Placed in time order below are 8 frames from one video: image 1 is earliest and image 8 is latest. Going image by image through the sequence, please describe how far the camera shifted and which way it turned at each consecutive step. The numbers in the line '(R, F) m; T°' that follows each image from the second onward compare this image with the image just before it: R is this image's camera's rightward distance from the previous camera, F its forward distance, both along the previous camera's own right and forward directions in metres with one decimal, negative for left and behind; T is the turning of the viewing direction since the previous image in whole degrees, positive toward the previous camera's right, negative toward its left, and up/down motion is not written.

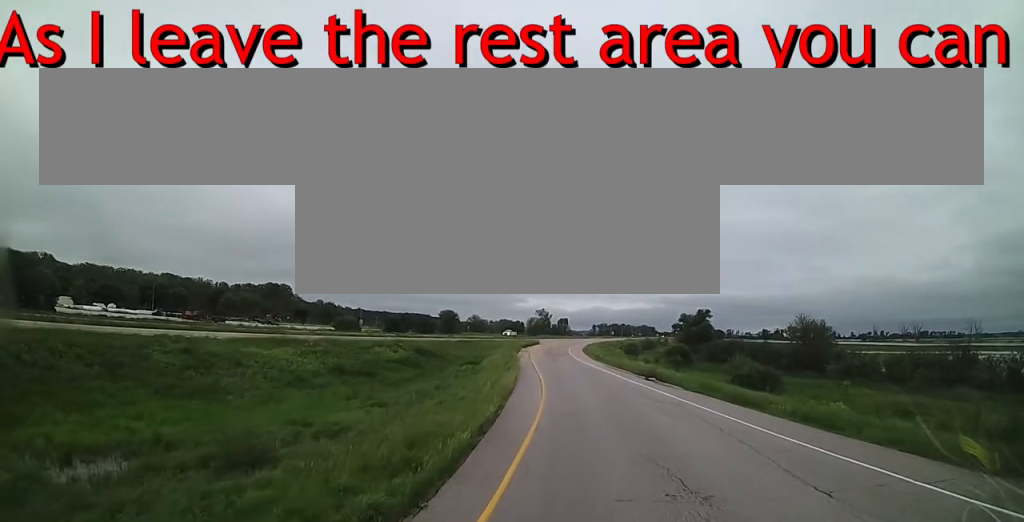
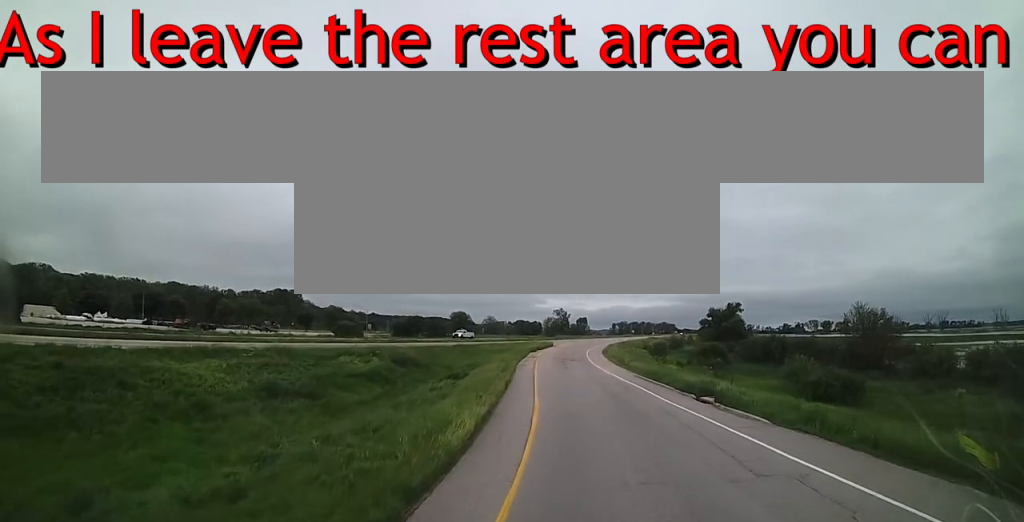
(-0.1, +11.6) m; -2°
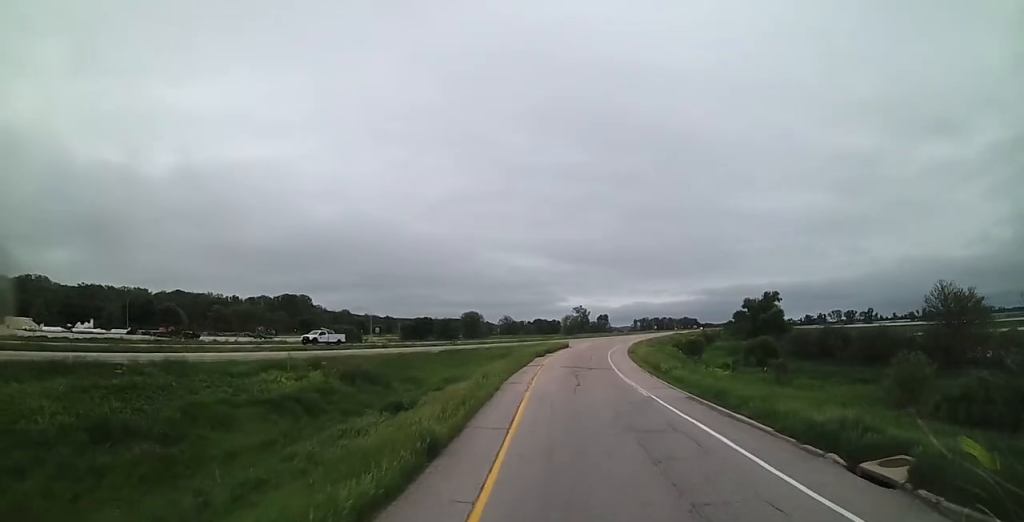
(-0.2, +13.6) m; -1°
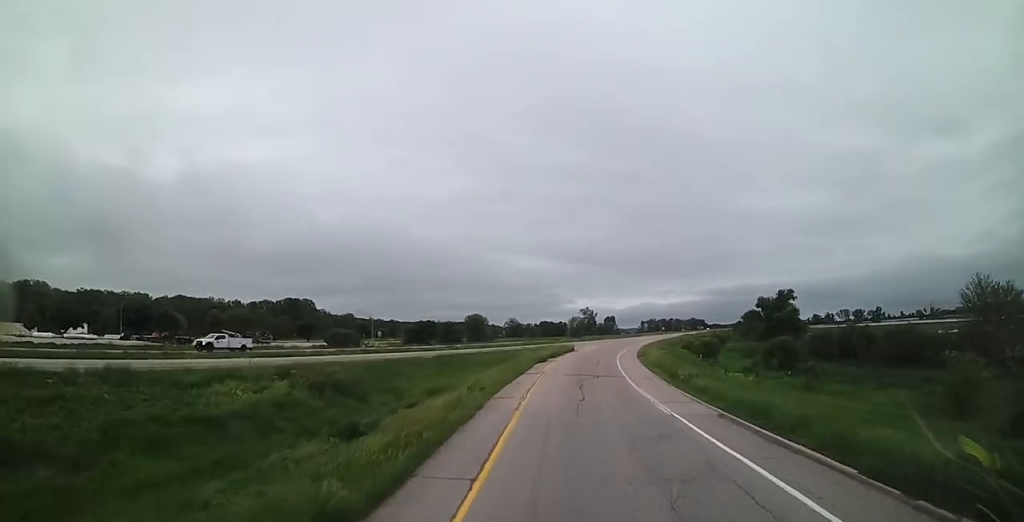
(0.0, +4.8) m; 0°
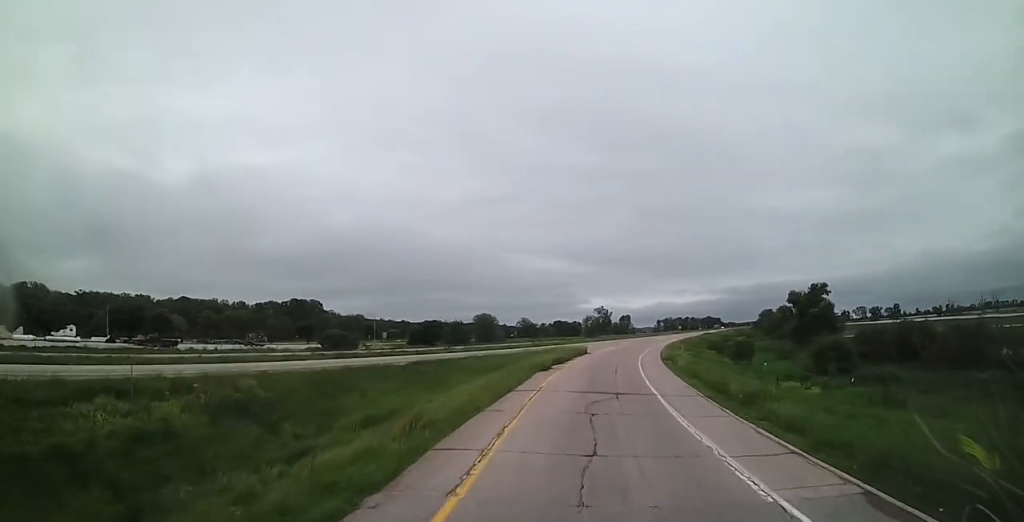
(0.0, +9.5) m; 0°
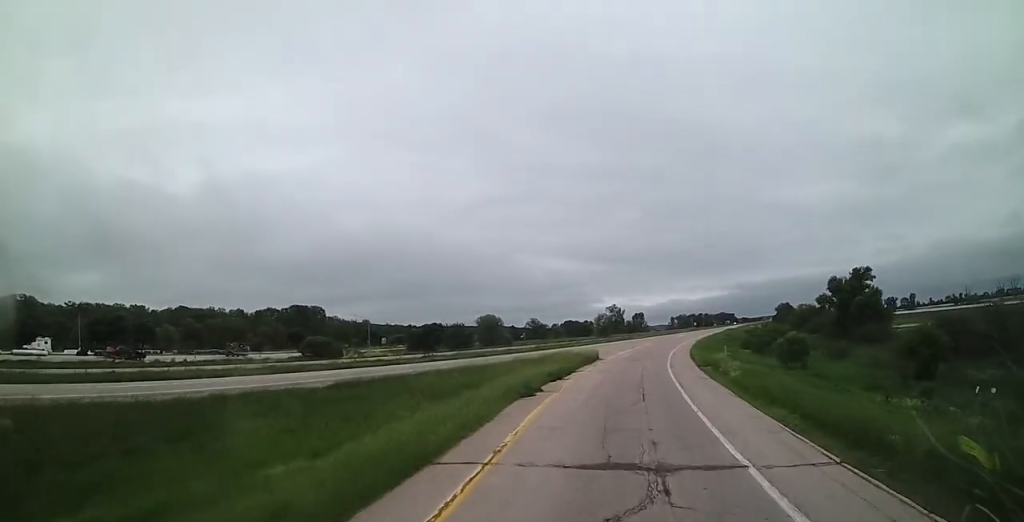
(0.0, +12.8) m; -1°
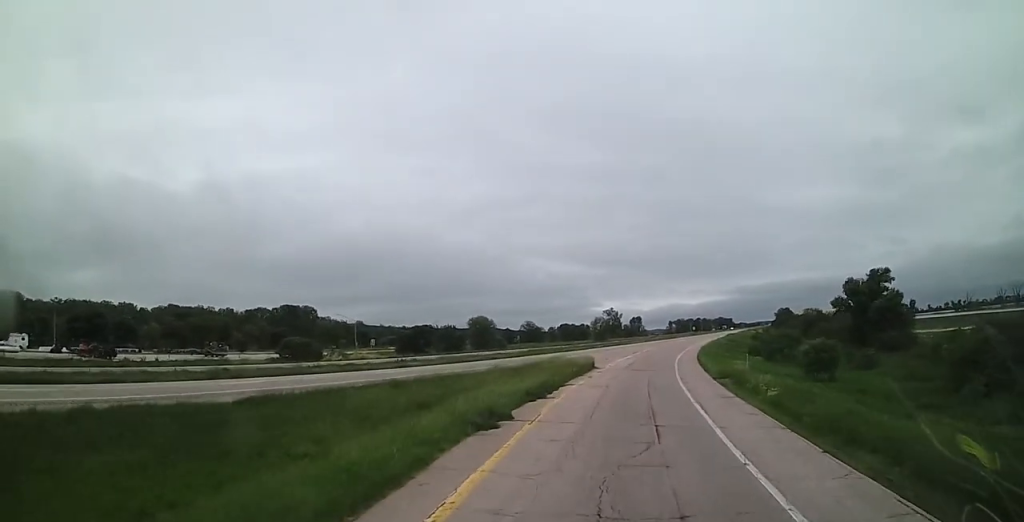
(0.0, +6.7) m; -1°
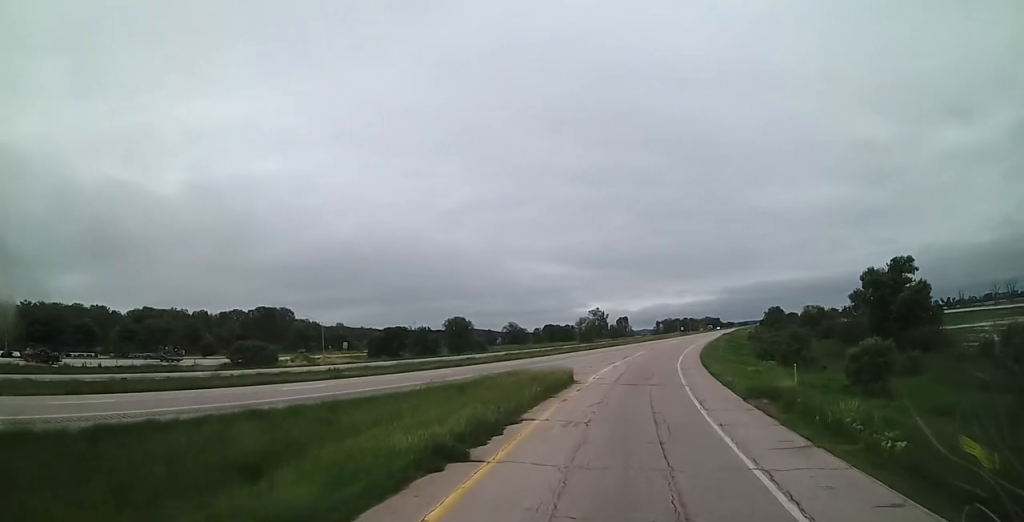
(-0.3, +10.4) m; 0°
